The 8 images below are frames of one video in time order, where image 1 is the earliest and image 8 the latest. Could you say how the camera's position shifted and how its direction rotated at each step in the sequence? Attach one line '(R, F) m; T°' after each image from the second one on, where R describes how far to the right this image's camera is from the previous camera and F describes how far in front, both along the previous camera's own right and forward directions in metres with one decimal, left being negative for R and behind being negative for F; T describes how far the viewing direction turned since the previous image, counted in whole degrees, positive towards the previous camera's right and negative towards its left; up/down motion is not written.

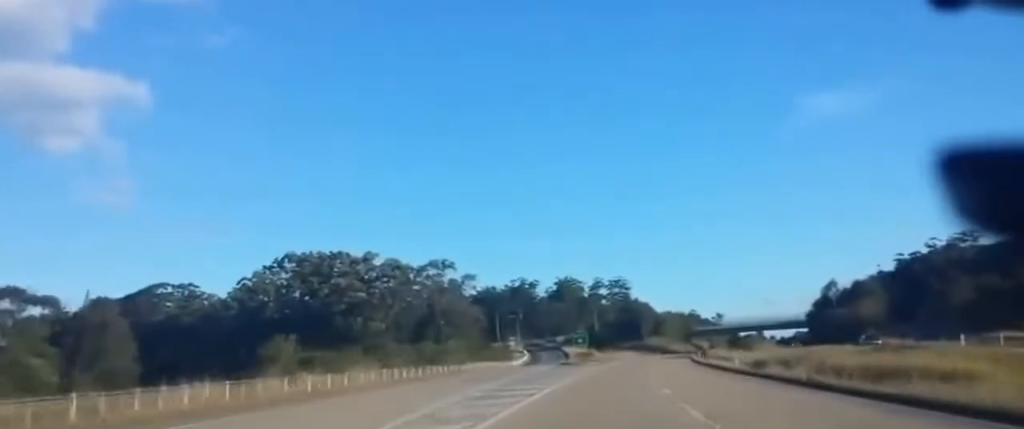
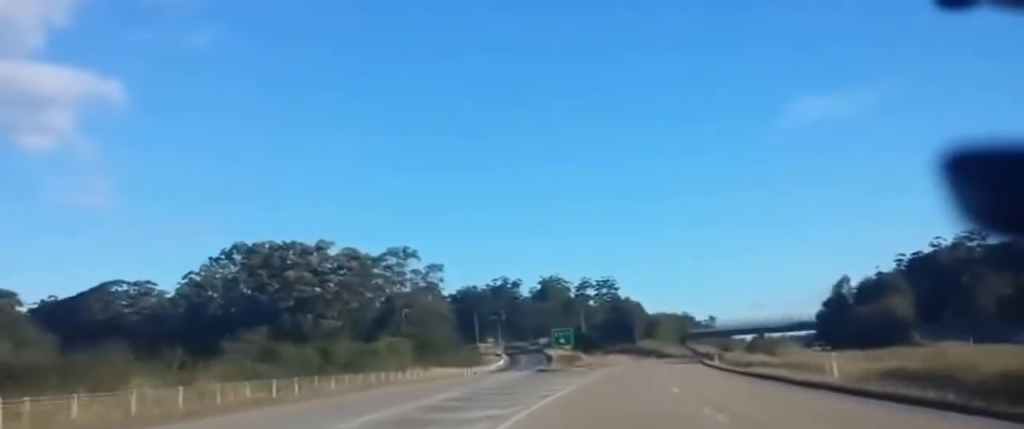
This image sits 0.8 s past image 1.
(+0.5, +24.7) m; +2°
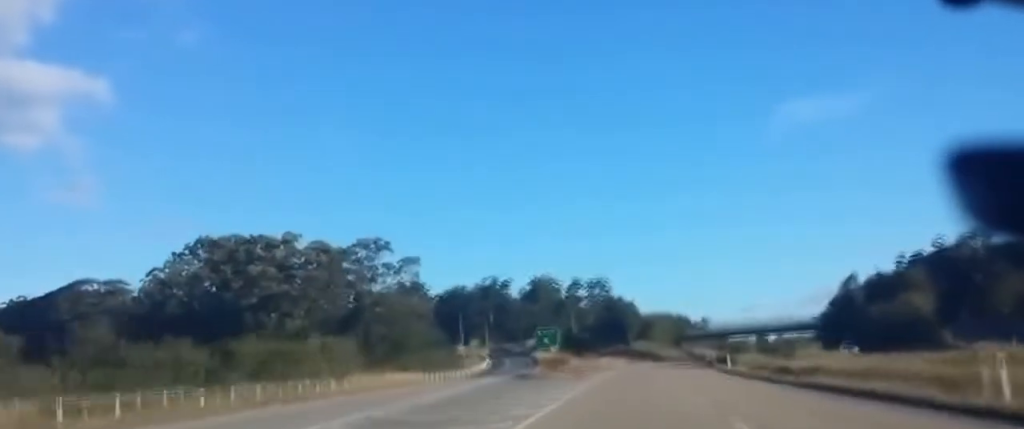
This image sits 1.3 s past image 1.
(+0.1, +13.8) m; +1°
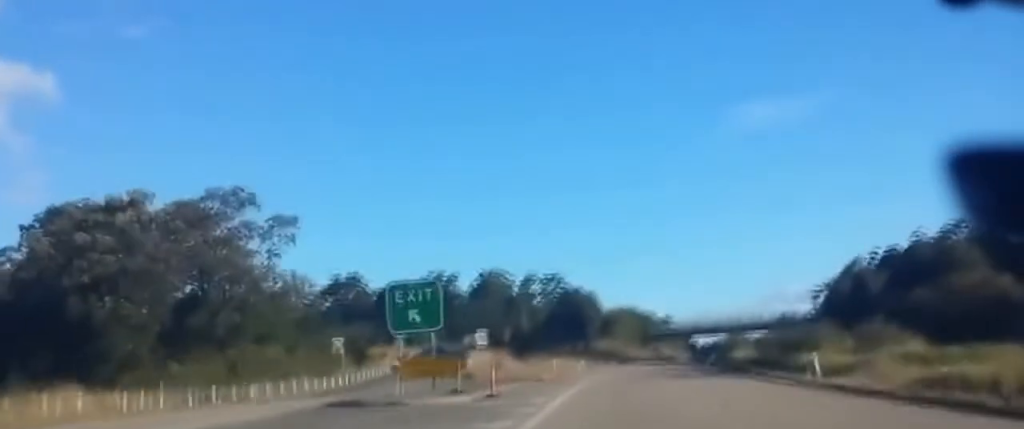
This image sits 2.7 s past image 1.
(+0.7, +41.6) m; +3°
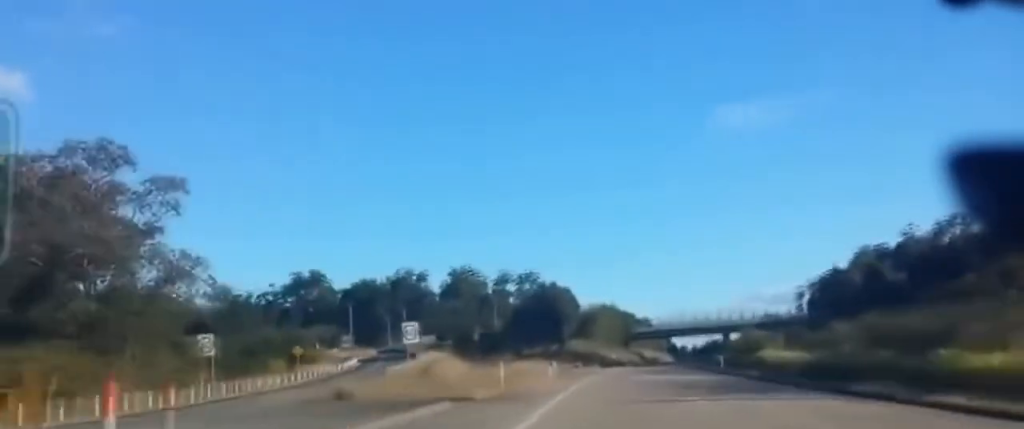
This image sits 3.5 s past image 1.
(+0.8, +22.9) m; +1°
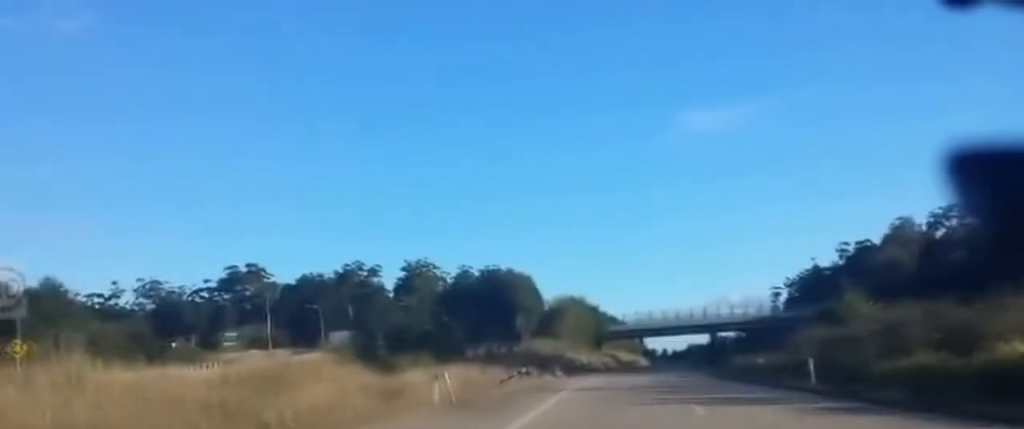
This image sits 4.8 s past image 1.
(-0.1, +39.1) m; 0°
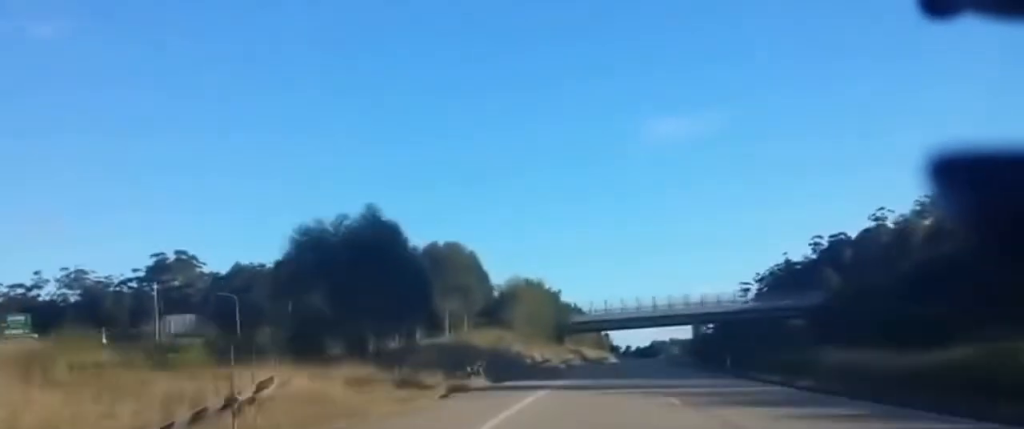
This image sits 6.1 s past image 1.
(+0.7, +40.5) m; +3°
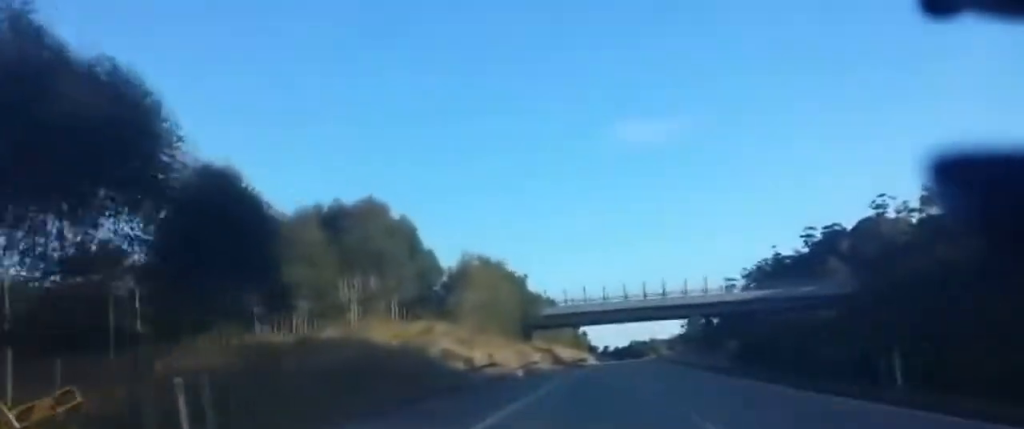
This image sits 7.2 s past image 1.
(+0.6, +33.4) m; +1°
